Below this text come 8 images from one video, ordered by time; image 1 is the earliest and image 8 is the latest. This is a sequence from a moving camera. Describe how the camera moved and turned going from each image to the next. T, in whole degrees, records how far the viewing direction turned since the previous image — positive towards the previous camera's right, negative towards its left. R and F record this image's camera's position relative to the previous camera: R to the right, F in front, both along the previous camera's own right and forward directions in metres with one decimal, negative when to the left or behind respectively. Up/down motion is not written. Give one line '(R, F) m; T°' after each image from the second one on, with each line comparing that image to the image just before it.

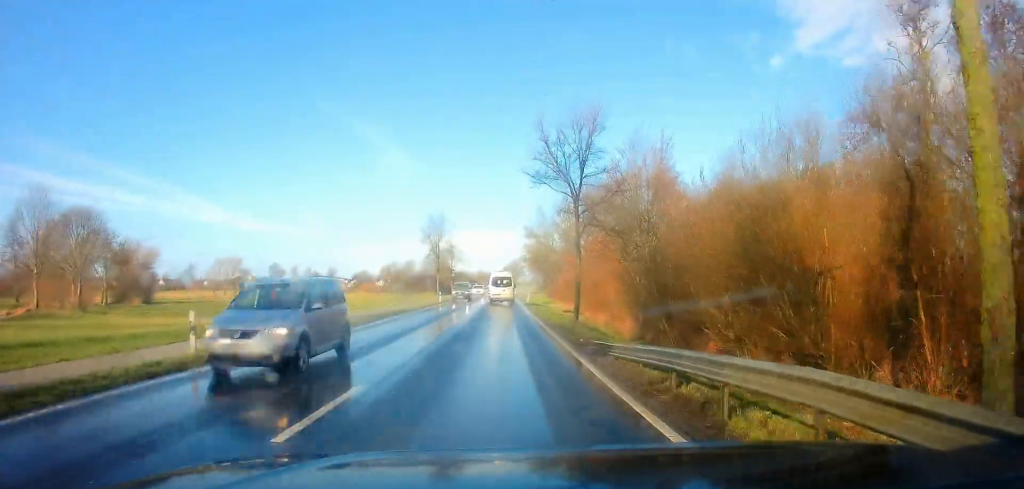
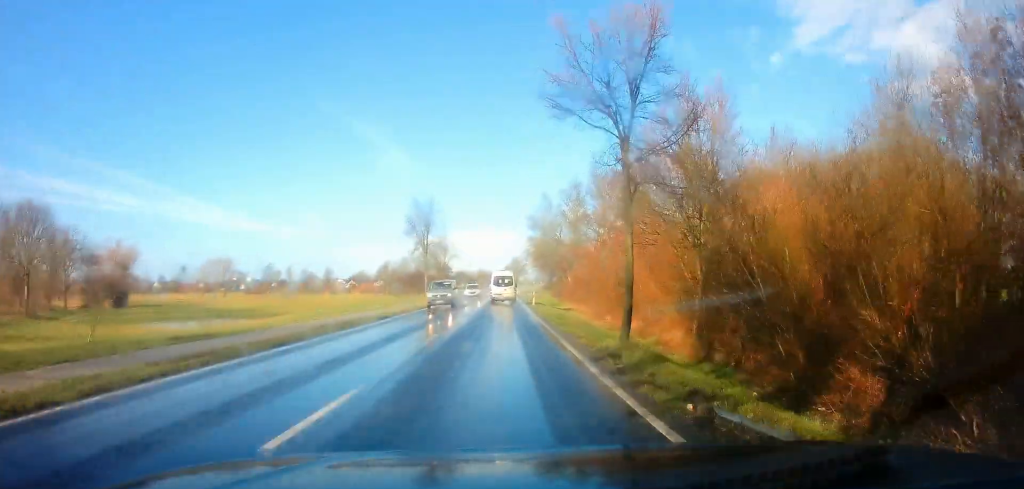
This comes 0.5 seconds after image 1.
(-0.2, +9.3) m; -1°
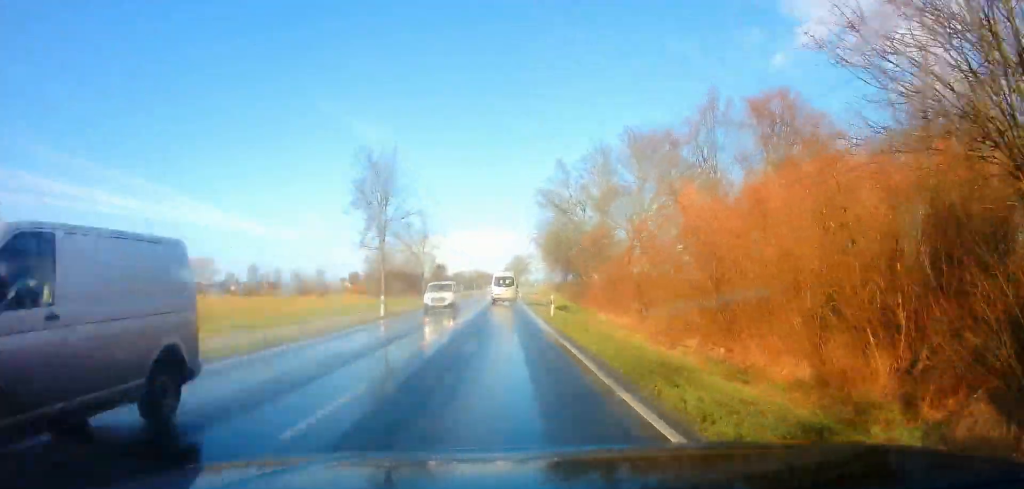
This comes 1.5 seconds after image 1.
(0.0, +17.8) m; 0°
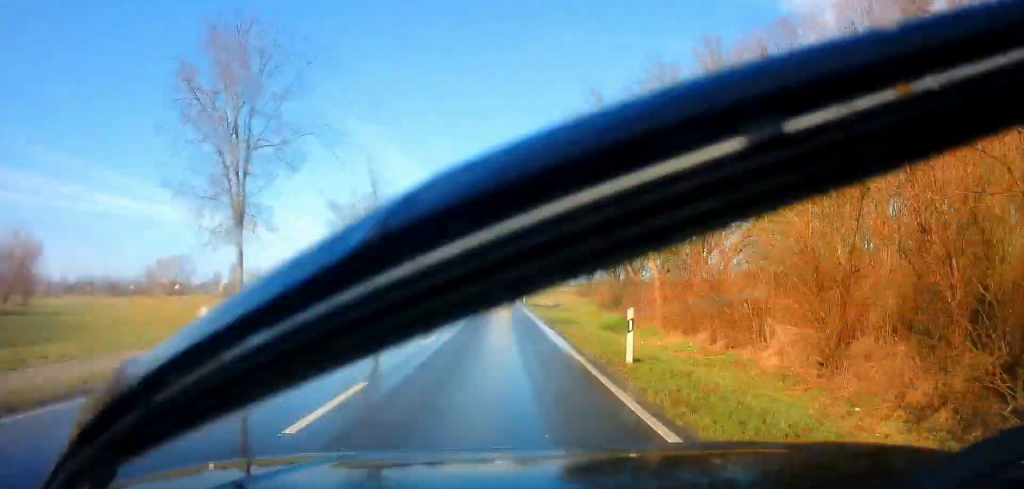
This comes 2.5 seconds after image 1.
(-0.1, +17.8) m; 0°
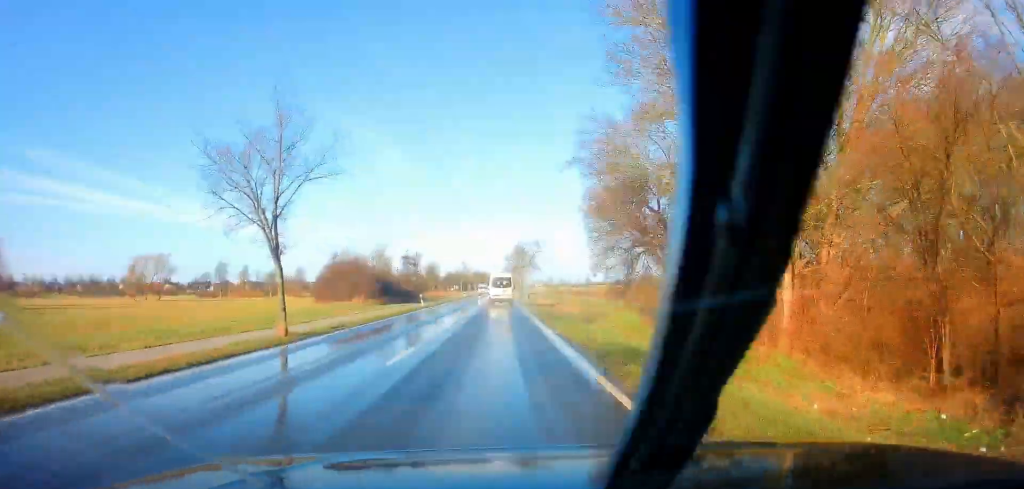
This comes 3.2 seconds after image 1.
(0.0, +13.1) m; 0°
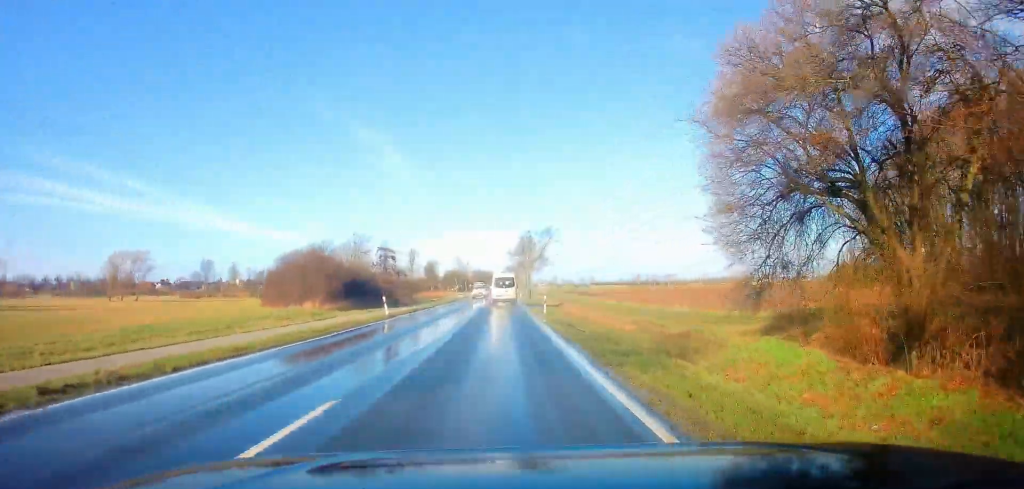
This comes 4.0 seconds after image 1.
(+0.1, +15.3) m; 0°
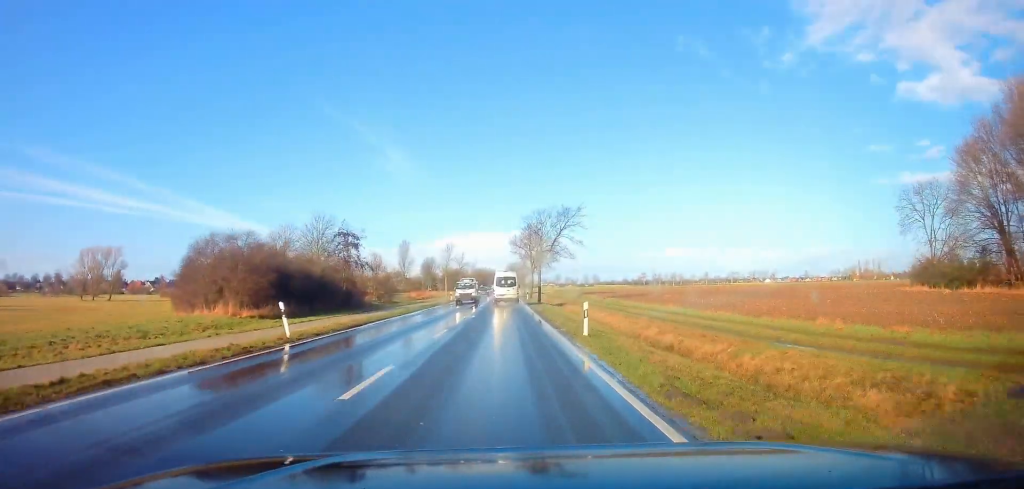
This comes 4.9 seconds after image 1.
(0.0, +15.0) m; 0°
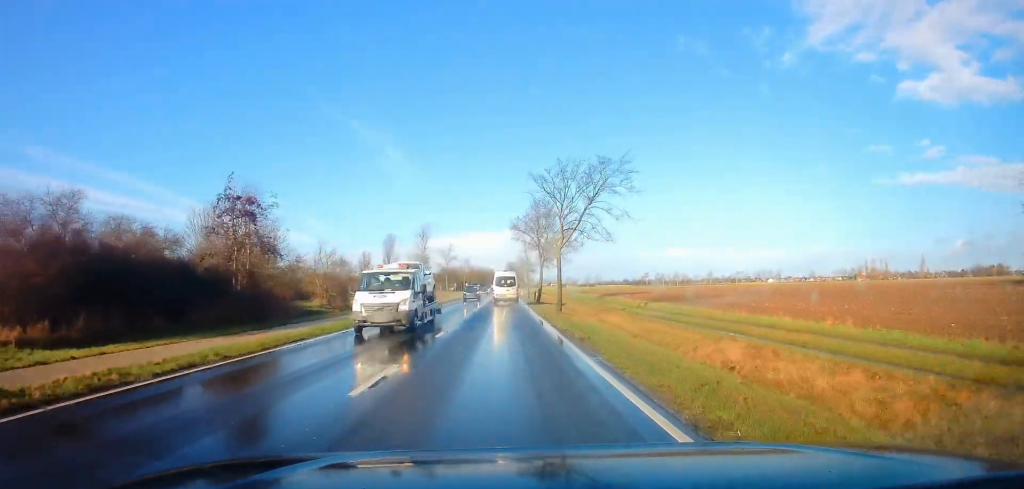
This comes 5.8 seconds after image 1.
(0.0, +17.7) m; -1°
